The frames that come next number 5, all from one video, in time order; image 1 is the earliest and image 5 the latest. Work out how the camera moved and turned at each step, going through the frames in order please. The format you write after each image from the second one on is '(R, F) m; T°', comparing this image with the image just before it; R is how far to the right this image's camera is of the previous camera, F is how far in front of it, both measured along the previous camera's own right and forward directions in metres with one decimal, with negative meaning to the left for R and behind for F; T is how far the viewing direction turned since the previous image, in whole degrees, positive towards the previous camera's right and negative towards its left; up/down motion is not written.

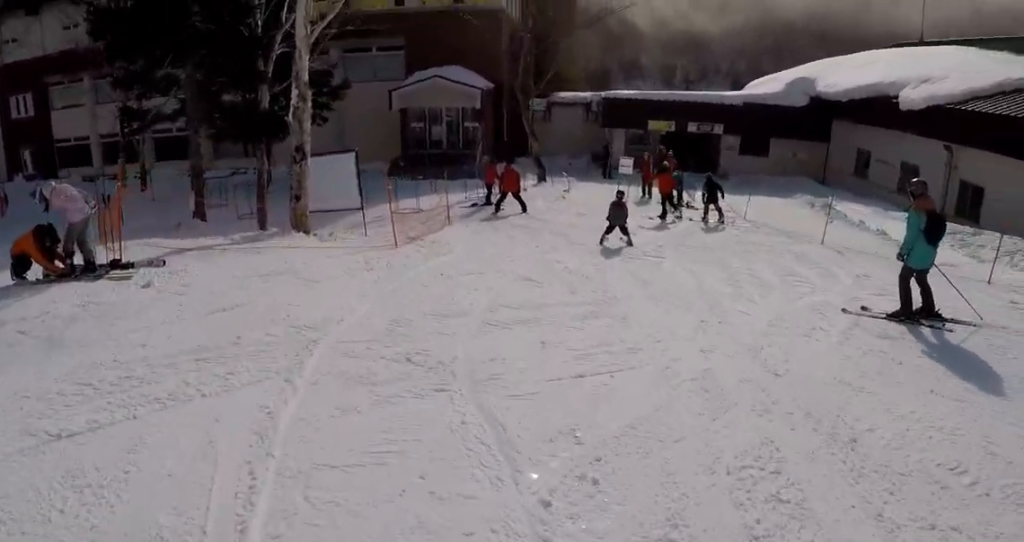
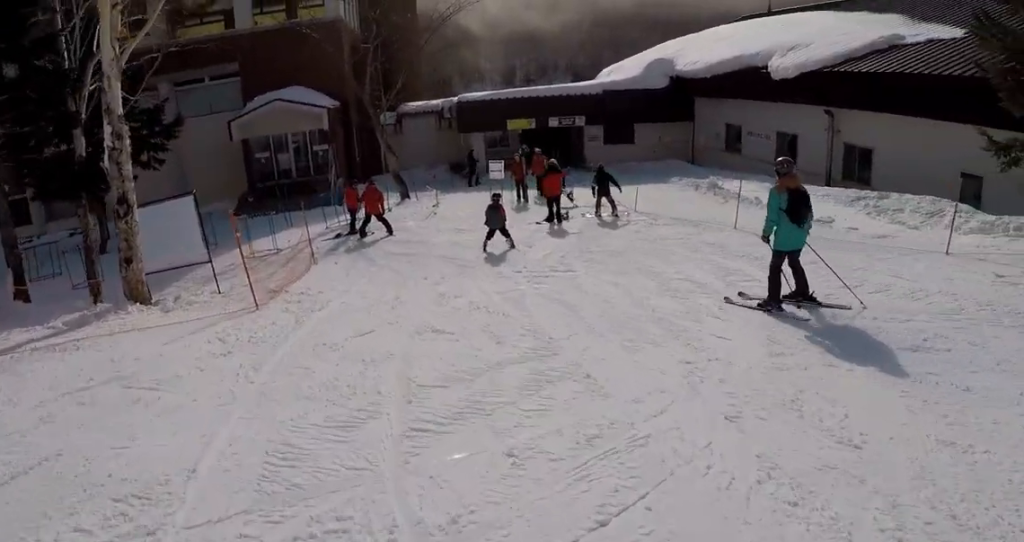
(+0.3, +2.2) m; +8°
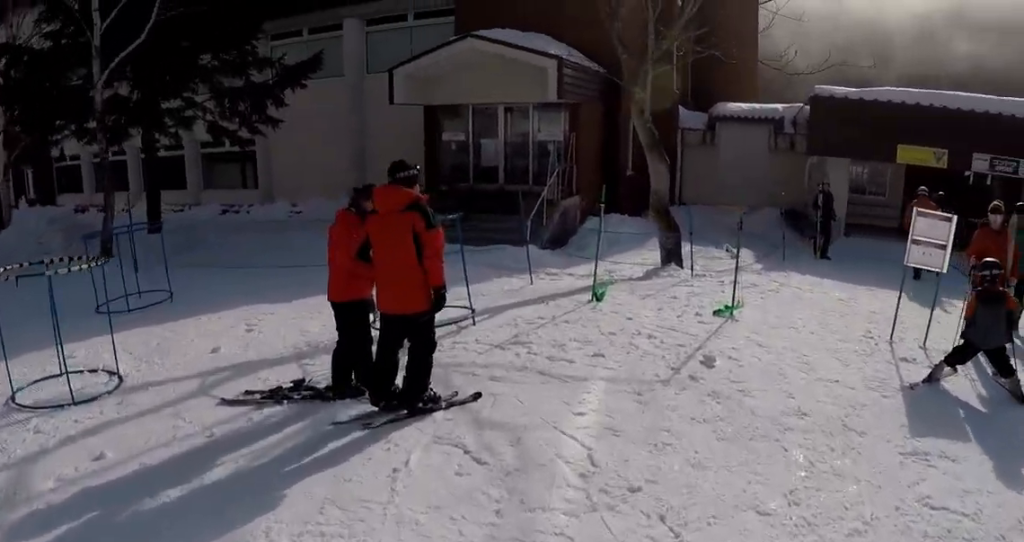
(-0.9, +12.7) m; -5°
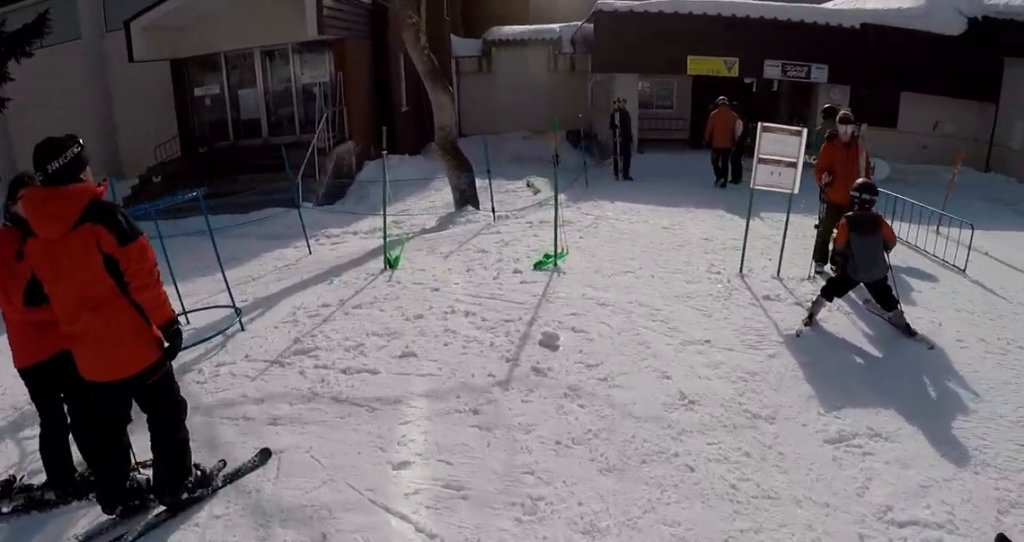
(+0.8, +1.0) m; +1°
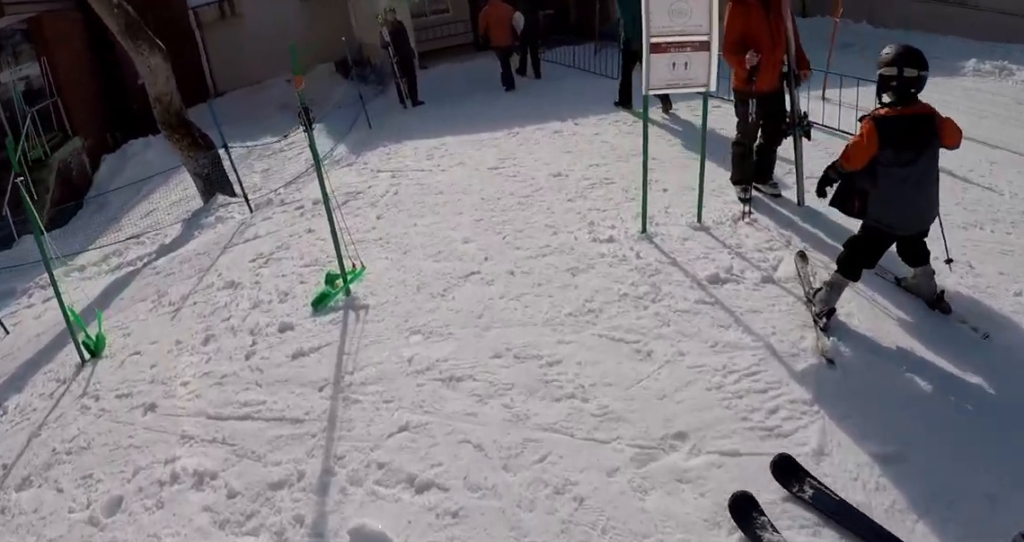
(-0.8, +1.7) m; -2°
